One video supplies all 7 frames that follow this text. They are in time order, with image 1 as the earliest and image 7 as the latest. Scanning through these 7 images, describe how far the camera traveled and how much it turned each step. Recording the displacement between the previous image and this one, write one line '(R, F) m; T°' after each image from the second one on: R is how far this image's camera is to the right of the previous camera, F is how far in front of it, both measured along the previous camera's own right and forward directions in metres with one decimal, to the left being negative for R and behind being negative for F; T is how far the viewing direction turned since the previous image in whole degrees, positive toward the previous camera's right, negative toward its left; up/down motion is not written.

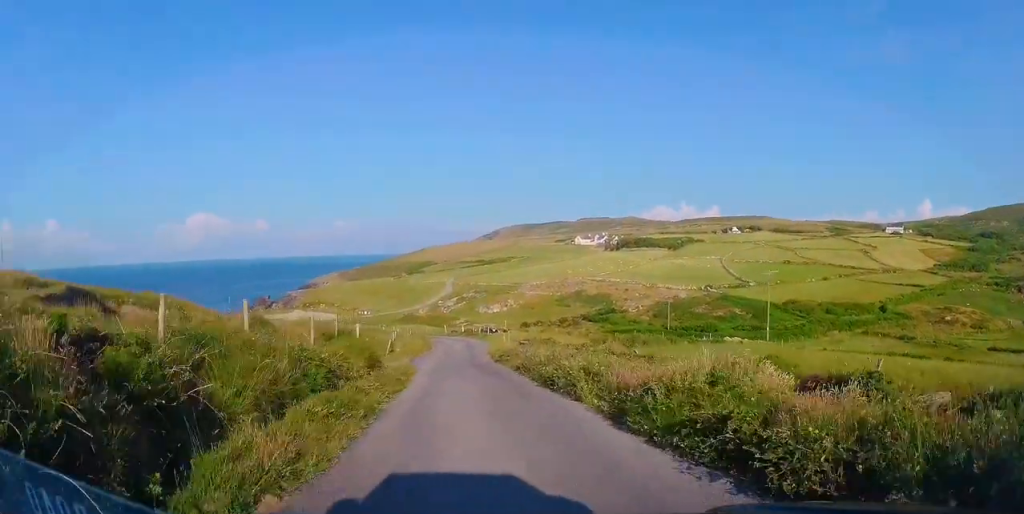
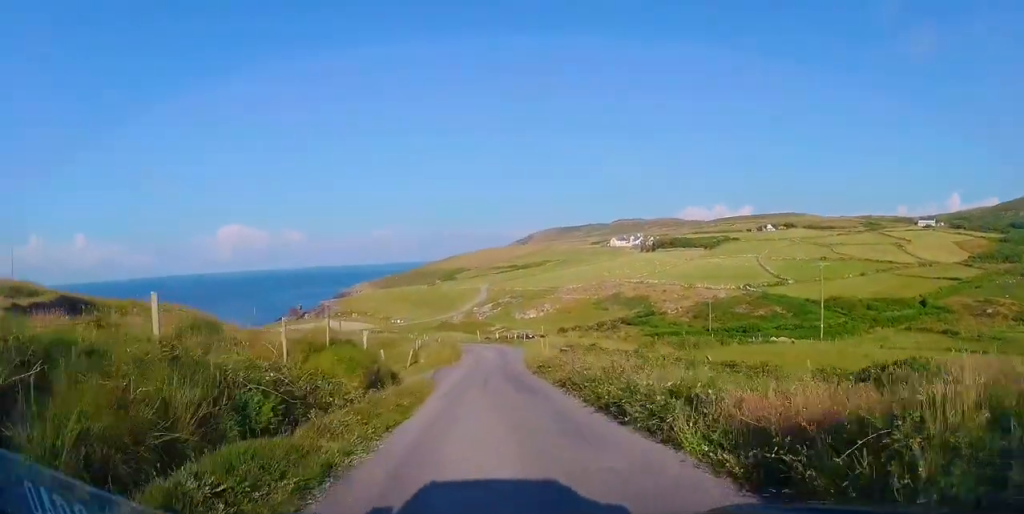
(-0.1, +4.0) m; -3°
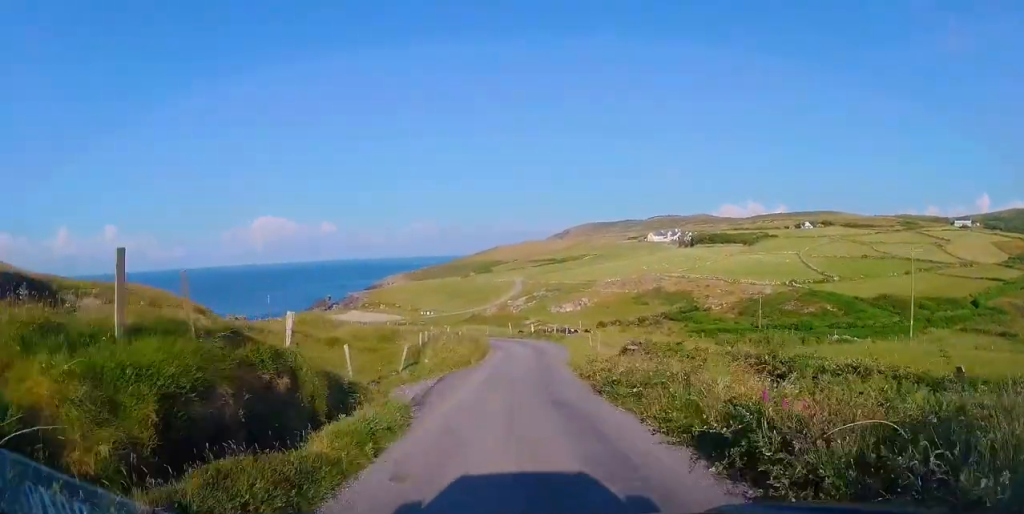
(-0.4, +9.0) m; -3°
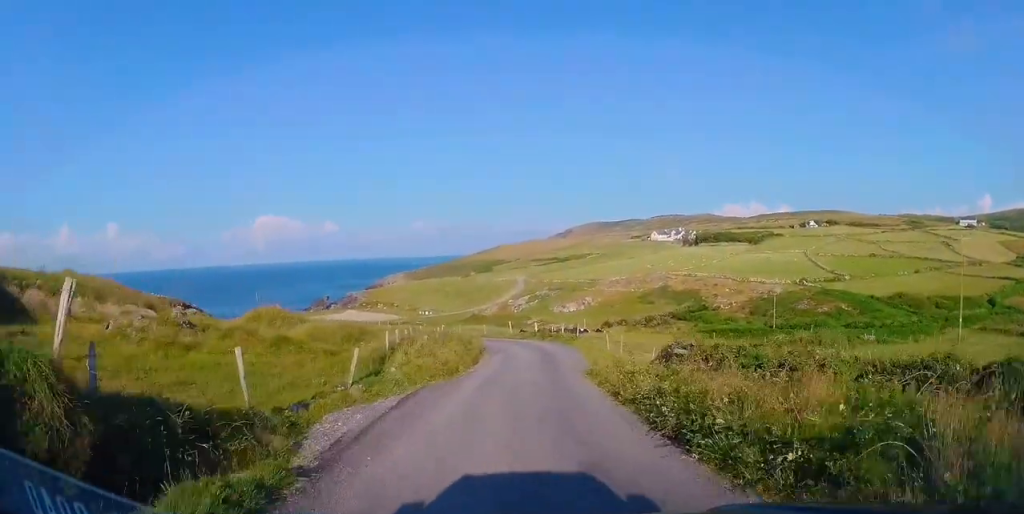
(0.0, +6.0) m; 0°
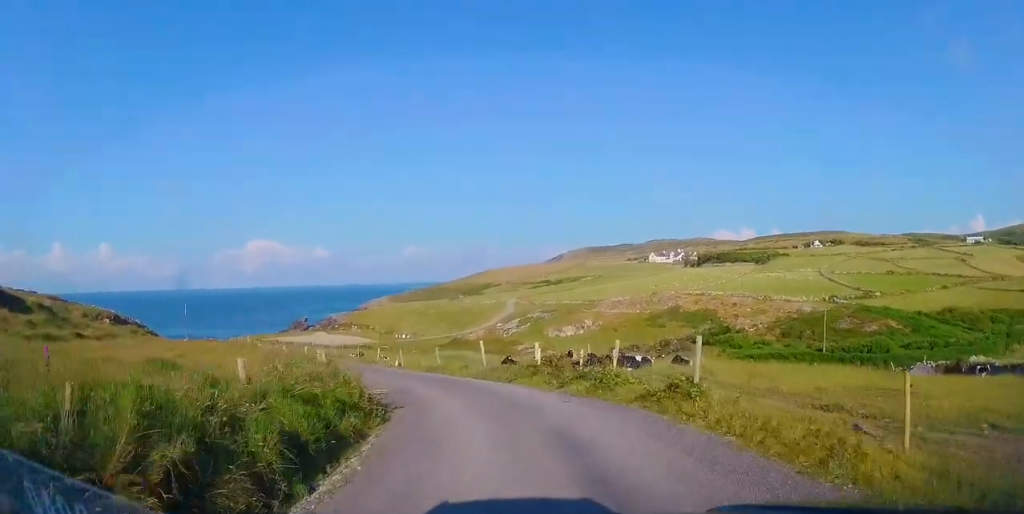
(-1.2, +22.1) m; -4°
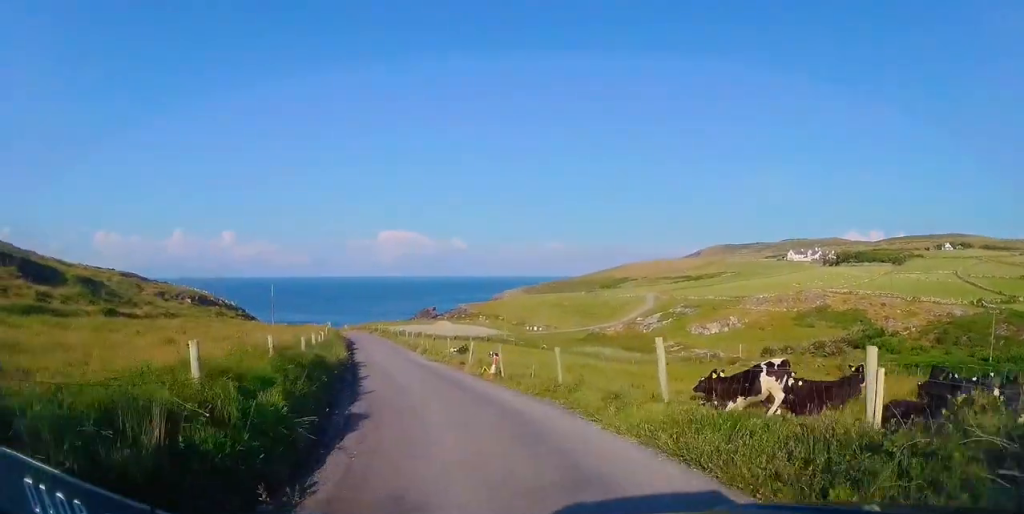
(-0.4, +13.0) m; -10°
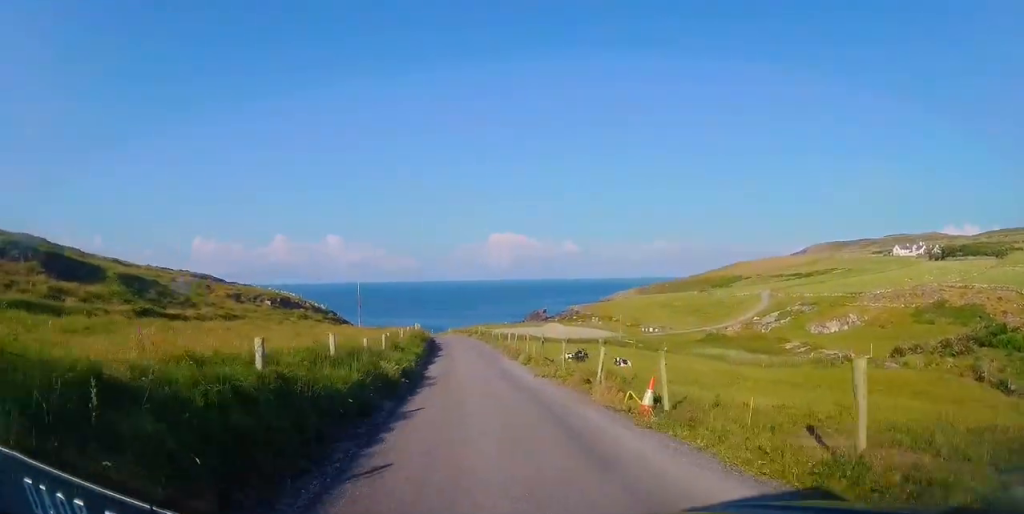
(-0.9, +8.9) m; -10°
